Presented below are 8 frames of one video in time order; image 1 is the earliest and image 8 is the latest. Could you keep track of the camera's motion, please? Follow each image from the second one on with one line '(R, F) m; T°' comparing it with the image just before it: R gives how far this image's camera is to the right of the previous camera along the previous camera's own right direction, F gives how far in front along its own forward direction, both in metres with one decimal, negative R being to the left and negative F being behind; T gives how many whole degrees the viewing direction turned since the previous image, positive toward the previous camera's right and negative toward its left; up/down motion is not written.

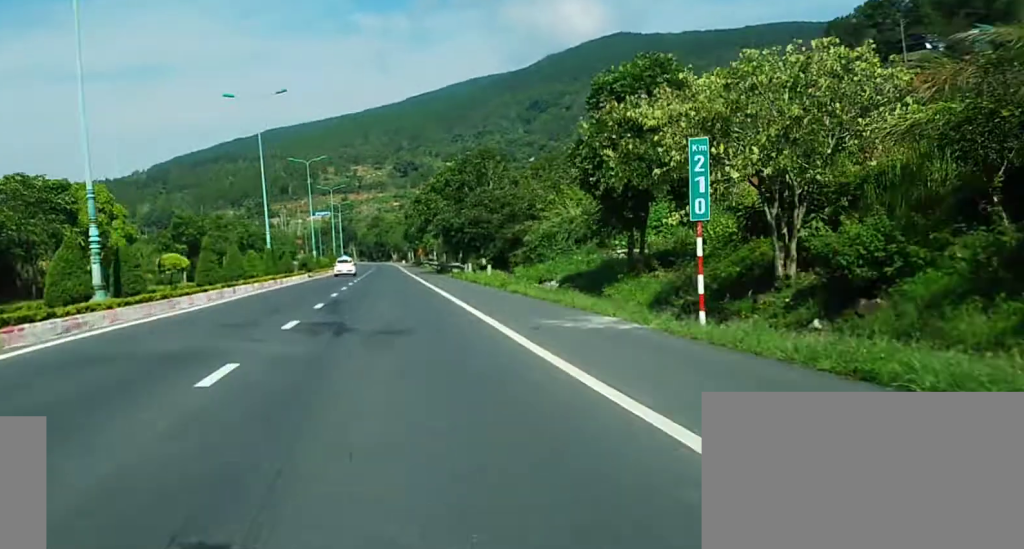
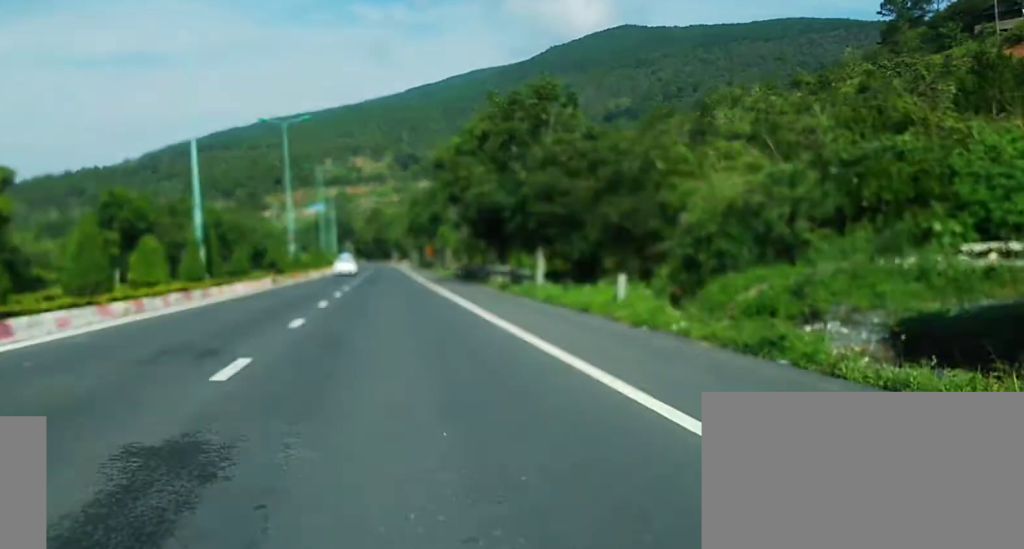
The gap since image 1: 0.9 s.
(0.0, +21.4) m; 0°
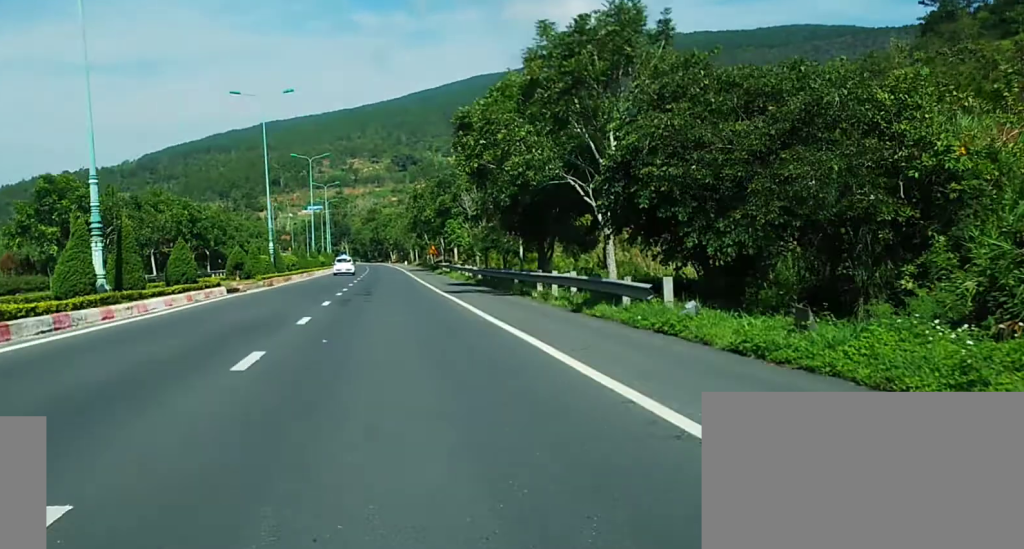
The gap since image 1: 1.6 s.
(0.0, +15.3) m; 0°
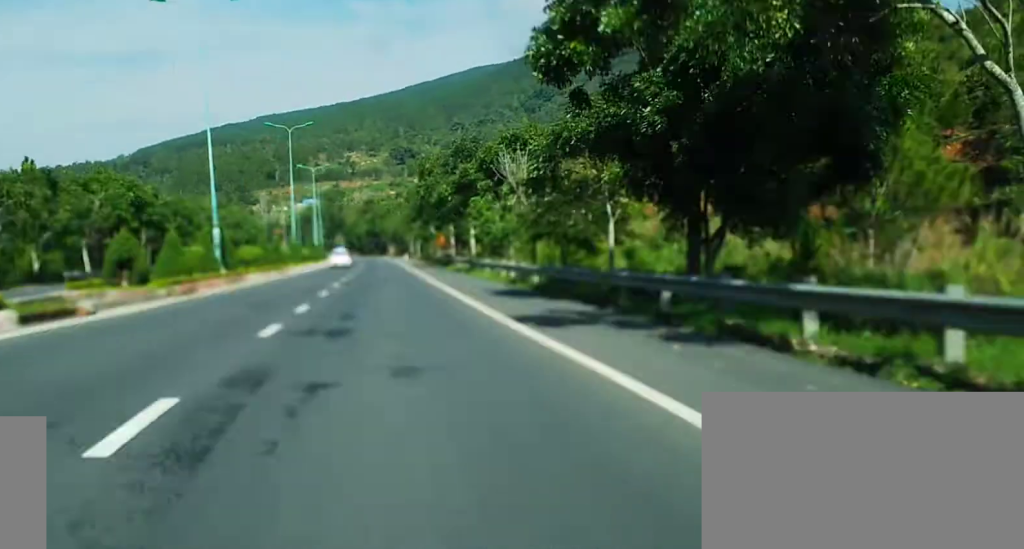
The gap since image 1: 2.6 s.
(+0.1, +21.4) m; 0°
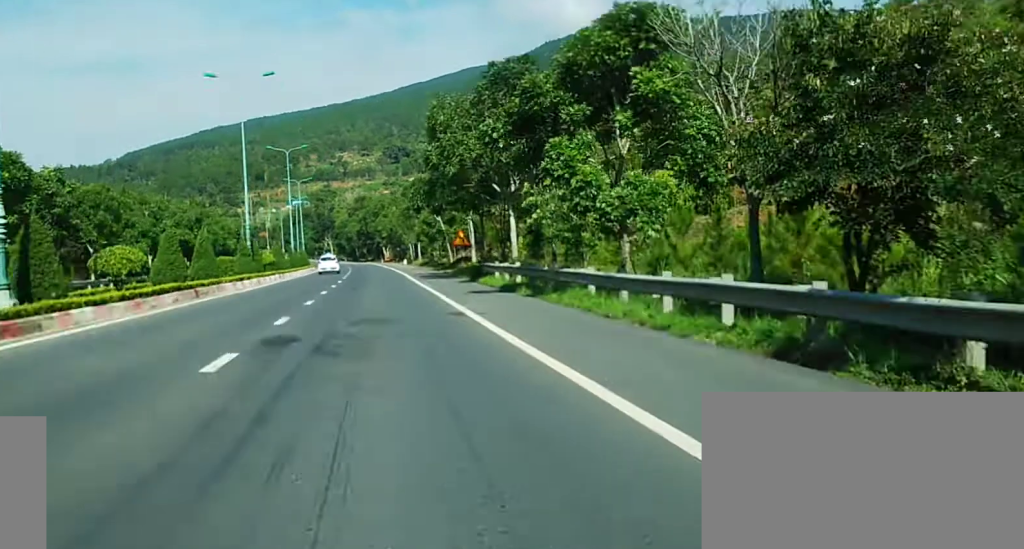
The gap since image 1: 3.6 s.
(+0.1, +24.5) m; 0°
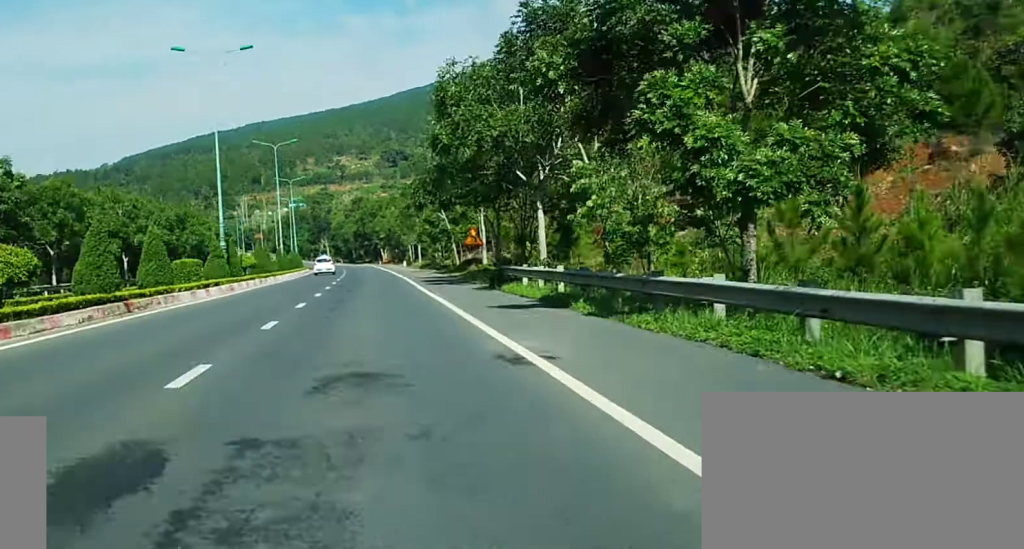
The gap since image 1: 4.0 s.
(0.0, +9.2) m; 0°
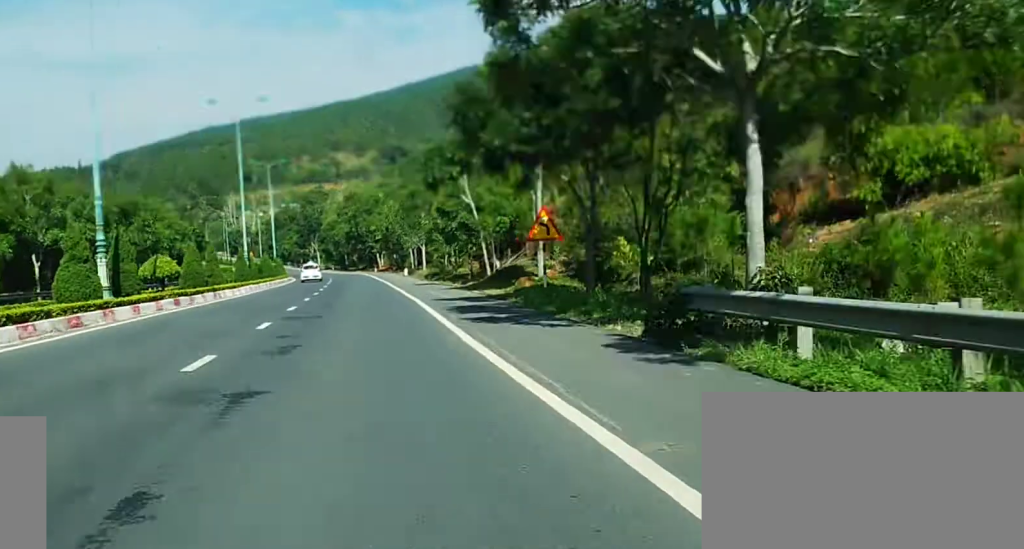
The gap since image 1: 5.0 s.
(0.0, +21.4) m; 0°
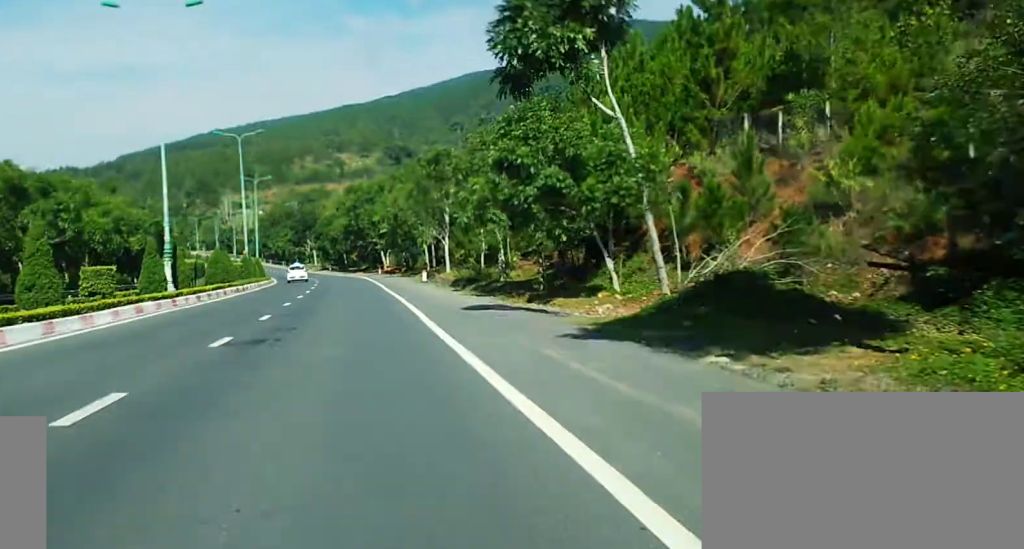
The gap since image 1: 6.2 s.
(-0.1, +27.6) m; 0°
